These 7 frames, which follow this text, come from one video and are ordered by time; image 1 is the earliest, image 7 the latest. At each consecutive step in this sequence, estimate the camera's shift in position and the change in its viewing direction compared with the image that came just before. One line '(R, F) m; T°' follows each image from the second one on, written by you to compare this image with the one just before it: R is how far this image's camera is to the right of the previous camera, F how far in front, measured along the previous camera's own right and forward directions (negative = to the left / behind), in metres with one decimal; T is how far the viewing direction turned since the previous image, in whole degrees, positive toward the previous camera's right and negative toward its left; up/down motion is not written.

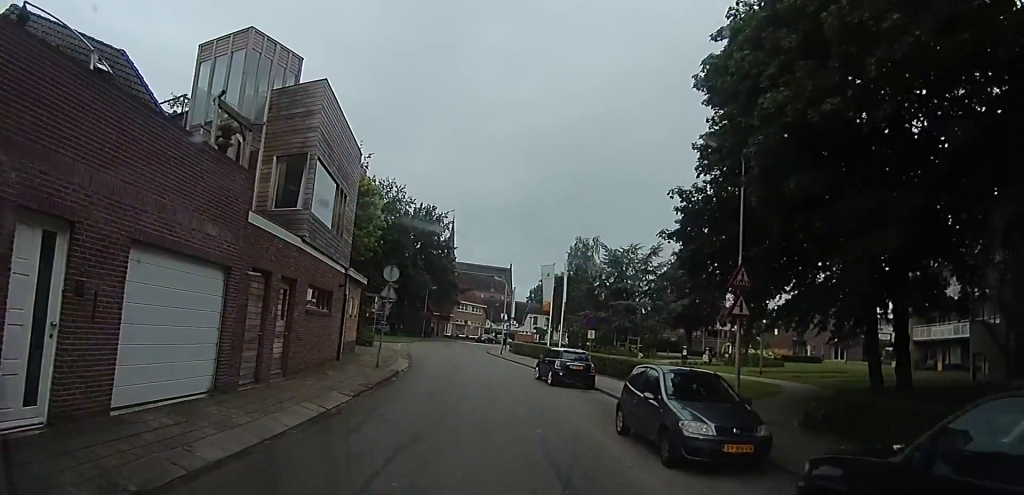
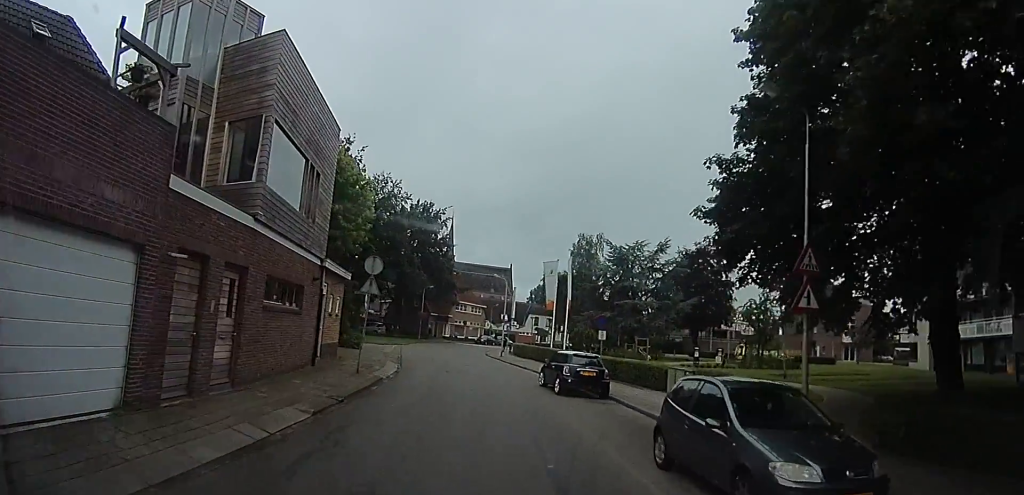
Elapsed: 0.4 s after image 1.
(0.0, +2.5) m; +3°
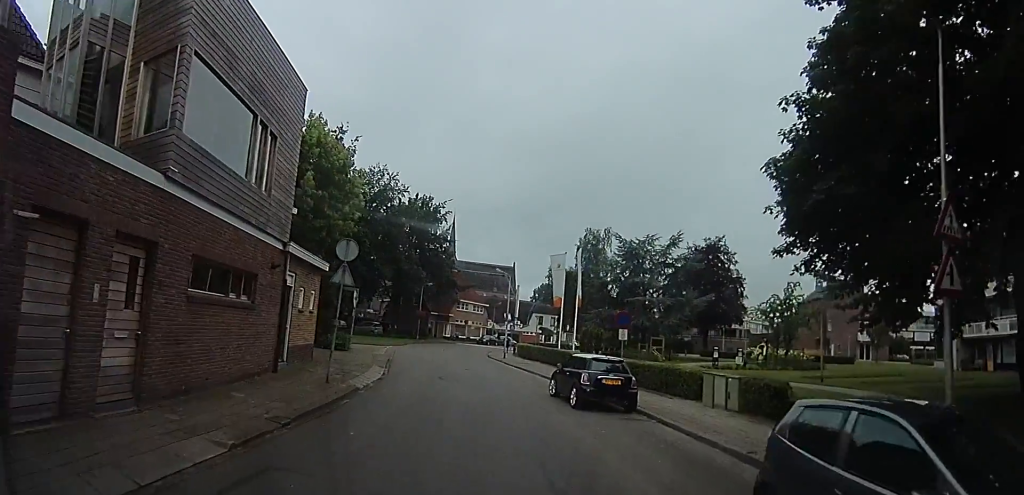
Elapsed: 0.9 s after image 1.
(-0.2, +2.9) m; +4°
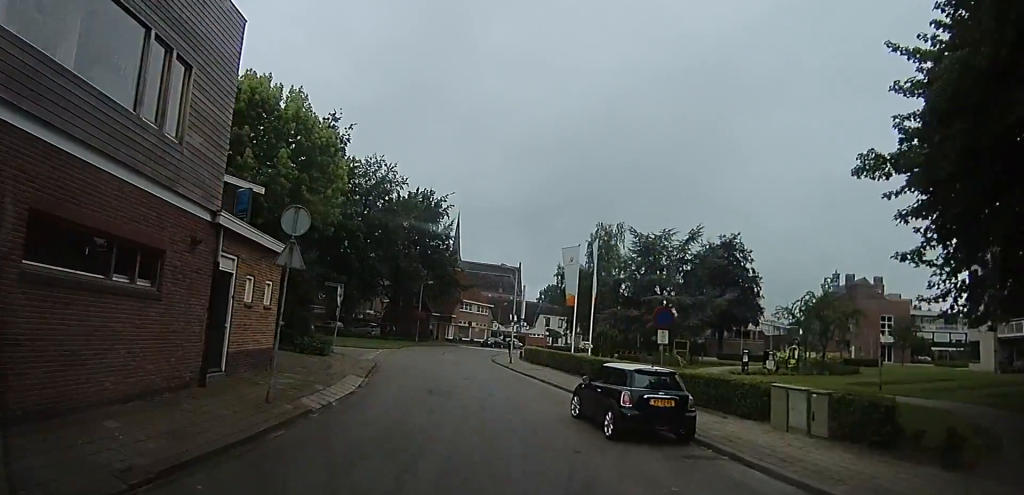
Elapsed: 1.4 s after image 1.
(+0.4, +3.6) m; -1°
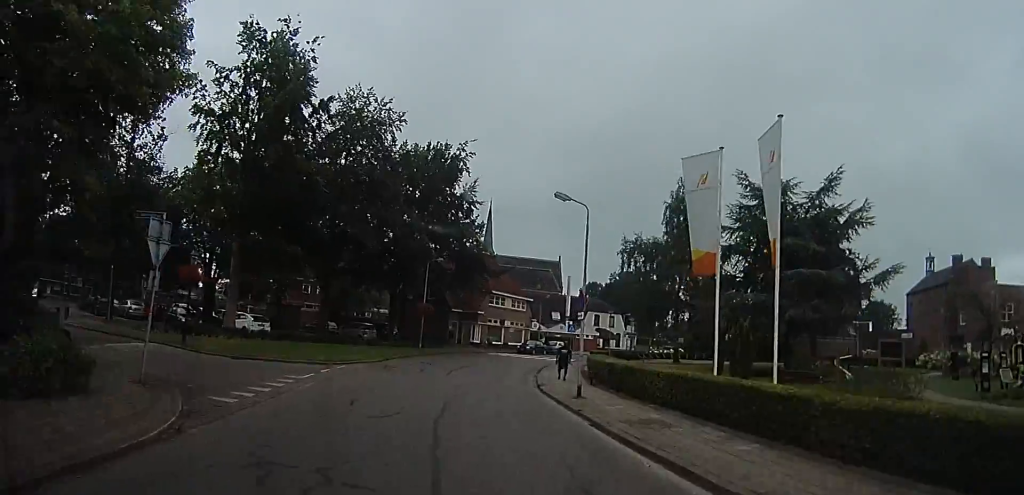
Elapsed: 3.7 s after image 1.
(-2.1, +15.5) m; -8°
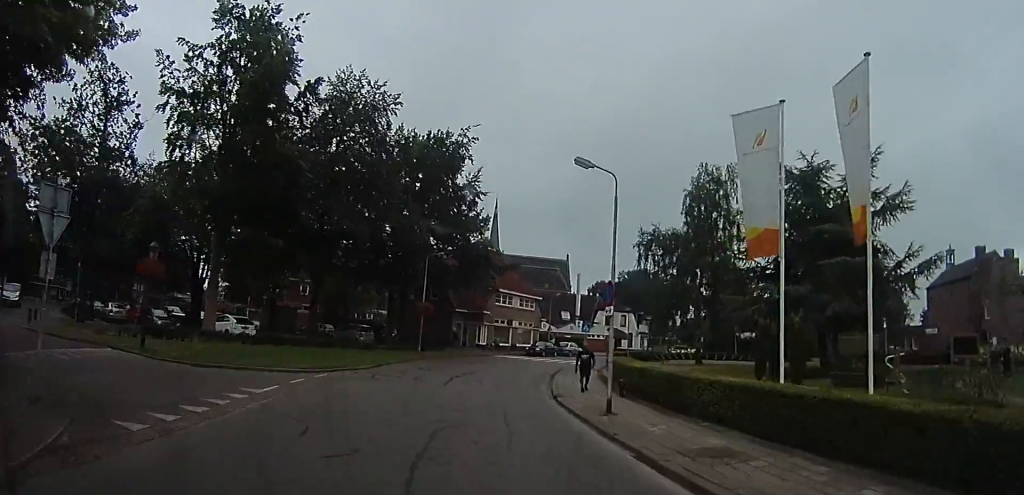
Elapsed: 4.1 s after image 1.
(0.0, +3.1) m; +3°
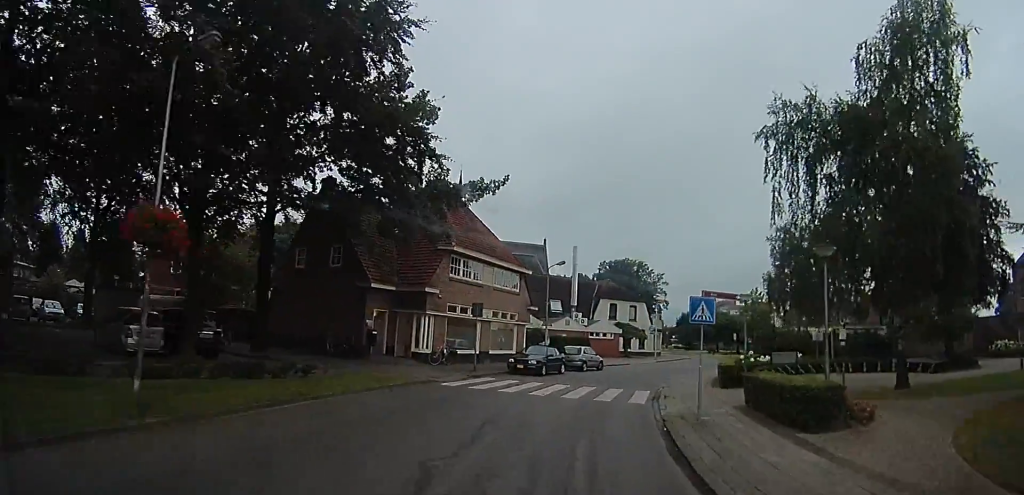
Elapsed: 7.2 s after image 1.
(-0.2, +22.7) m; -5°
